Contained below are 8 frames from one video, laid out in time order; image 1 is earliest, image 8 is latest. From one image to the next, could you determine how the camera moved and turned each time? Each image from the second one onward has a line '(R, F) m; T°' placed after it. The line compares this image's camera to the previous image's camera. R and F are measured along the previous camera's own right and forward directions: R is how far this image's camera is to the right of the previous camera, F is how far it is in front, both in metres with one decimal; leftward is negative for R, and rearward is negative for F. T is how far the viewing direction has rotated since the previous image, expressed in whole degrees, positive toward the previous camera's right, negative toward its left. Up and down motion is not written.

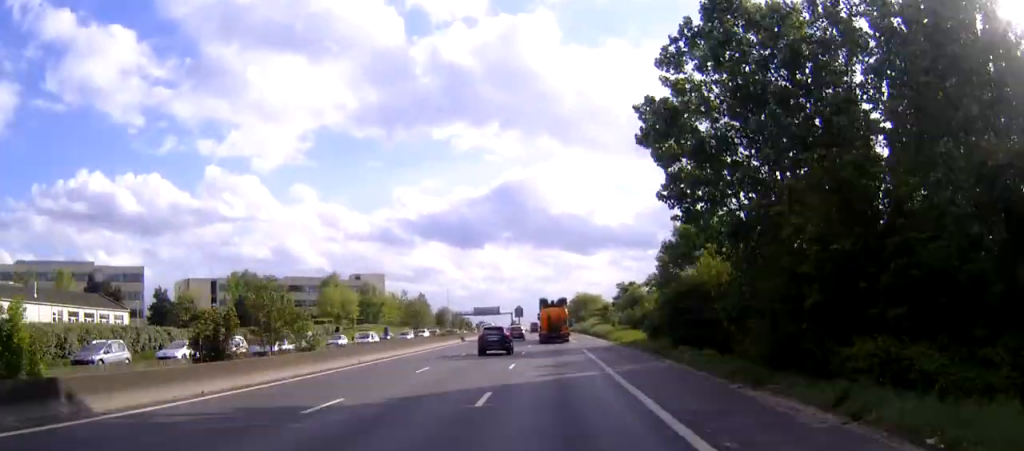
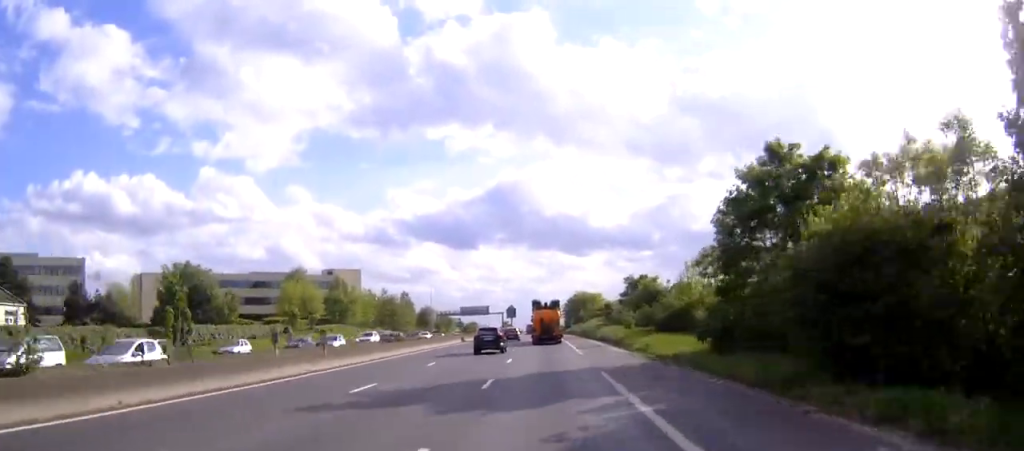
(-0.1, +21.7) m; 0°
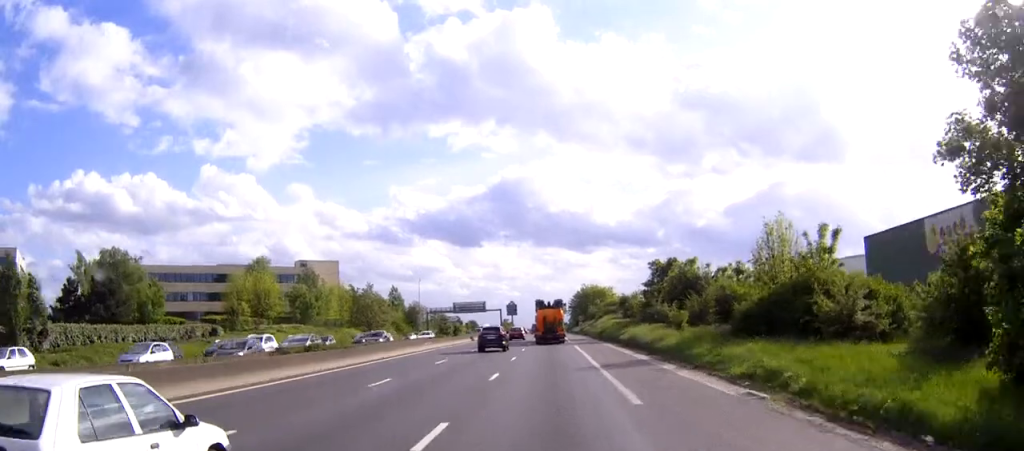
(0.0, +23.3) m; 0°
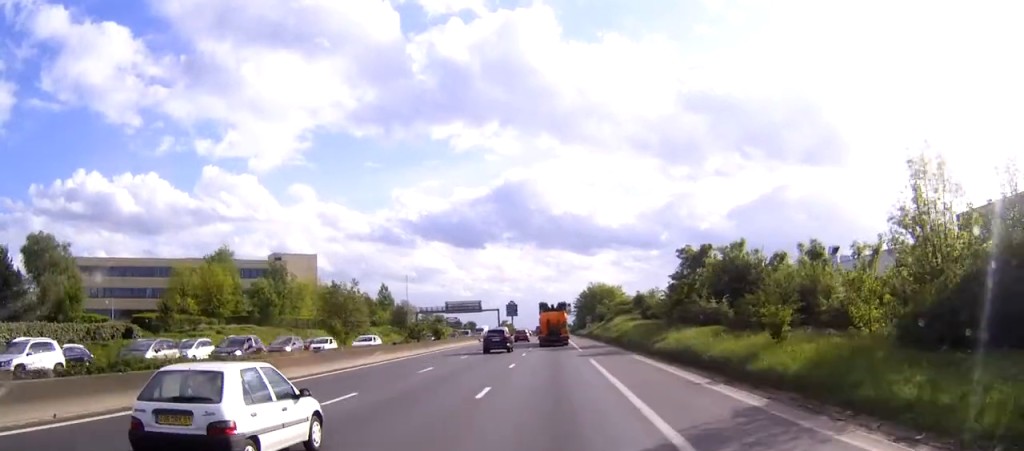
(0.0, +17.7) m; 0°
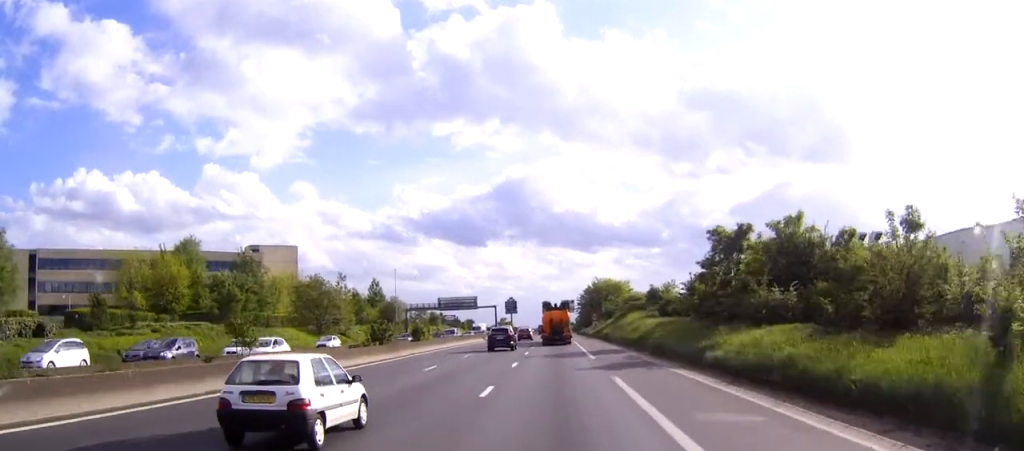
(0.0, +12.8) m; 0°
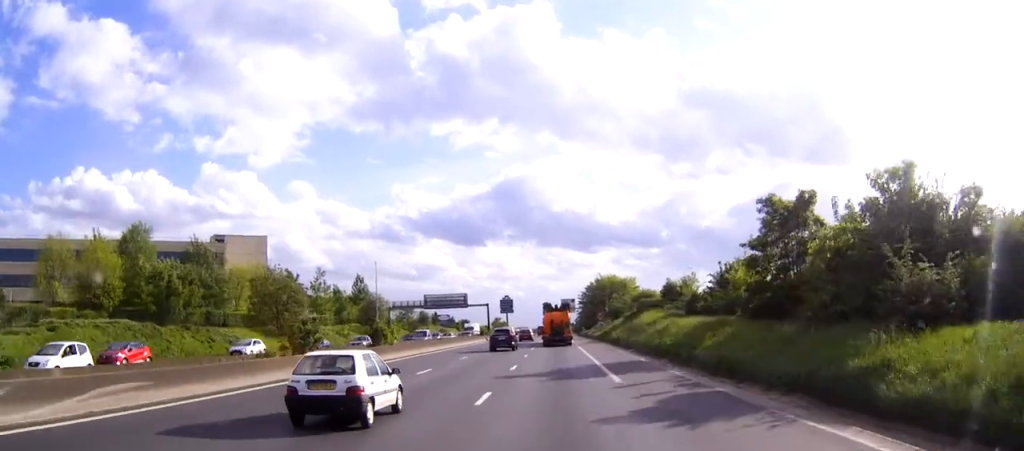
(0.0, +14.4) m; 0°
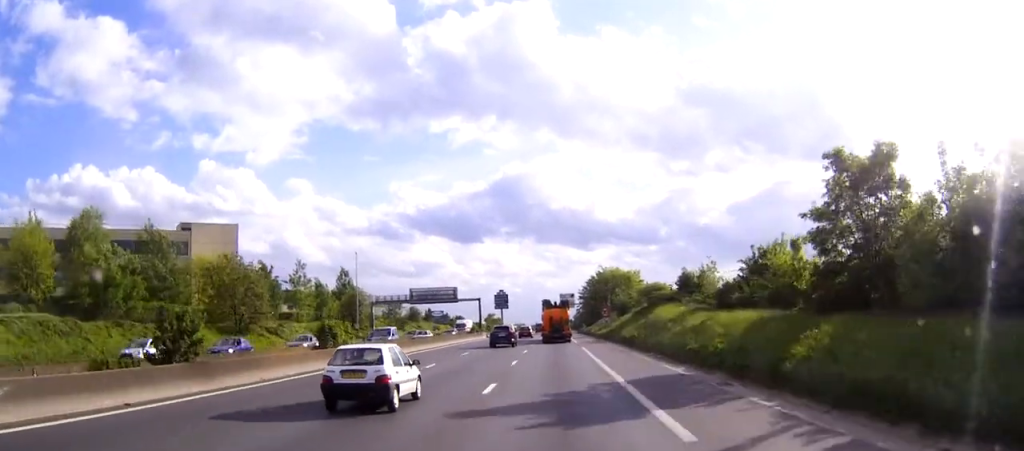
(0.0, +11.3) m; 0°
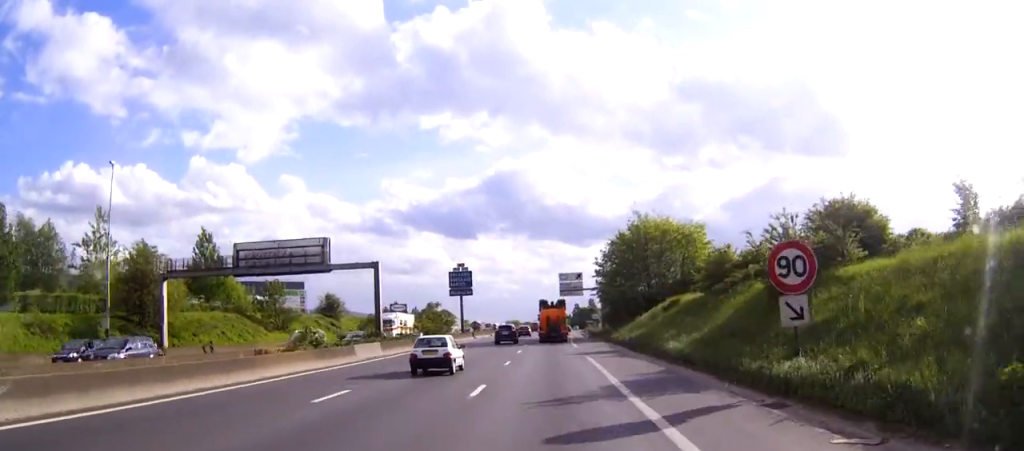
(0.0, +65.4) m; 0°
